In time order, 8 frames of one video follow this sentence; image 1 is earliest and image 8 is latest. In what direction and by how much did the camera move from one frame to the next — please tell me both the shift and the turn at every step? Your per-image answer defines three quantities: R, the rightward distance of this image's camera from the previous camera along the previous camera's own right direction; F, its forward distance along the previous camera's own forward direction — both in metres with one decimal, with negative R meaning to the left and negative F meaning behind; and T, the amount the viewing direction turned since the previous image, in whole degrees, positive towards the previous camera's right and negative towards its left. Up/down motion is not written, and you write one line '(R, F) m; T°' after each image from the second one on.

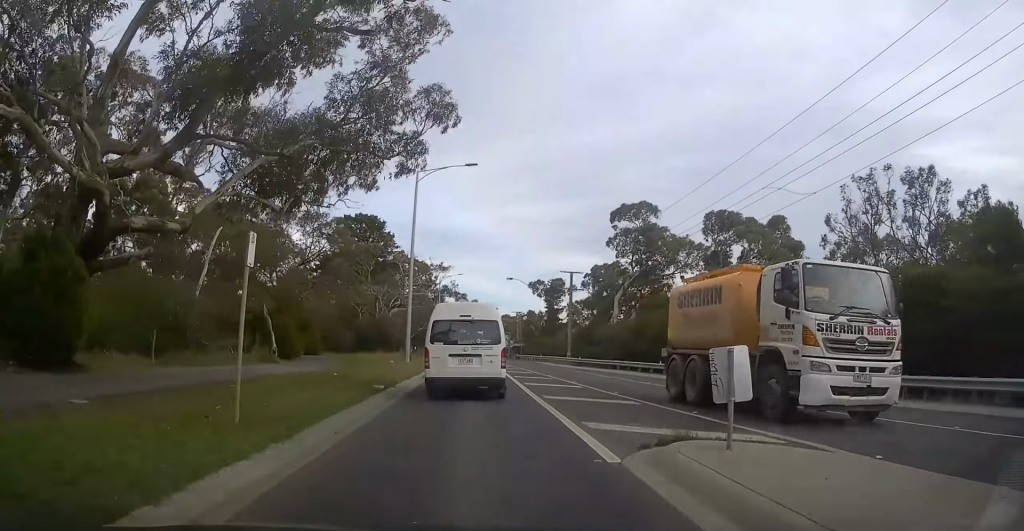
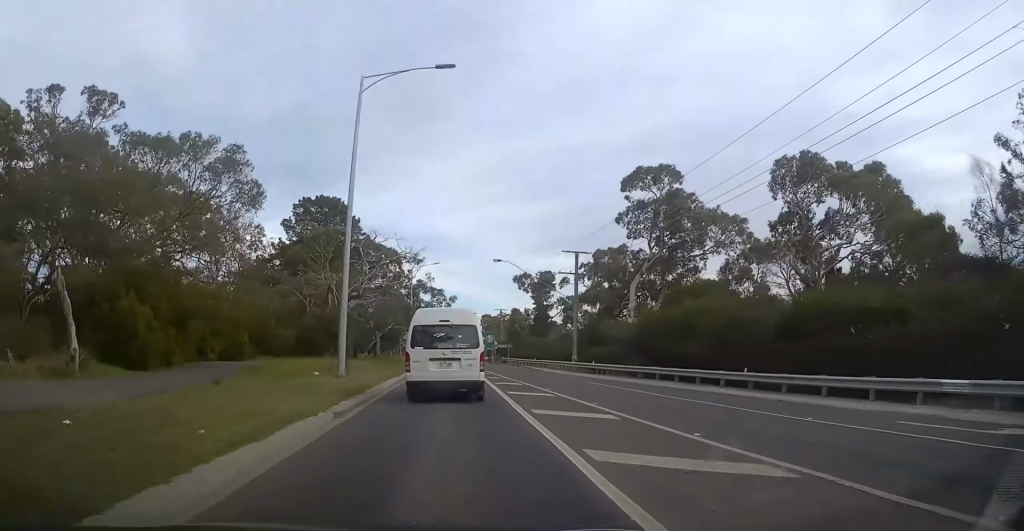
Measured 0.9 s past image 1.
(+0.3, +14.8) m; +1°
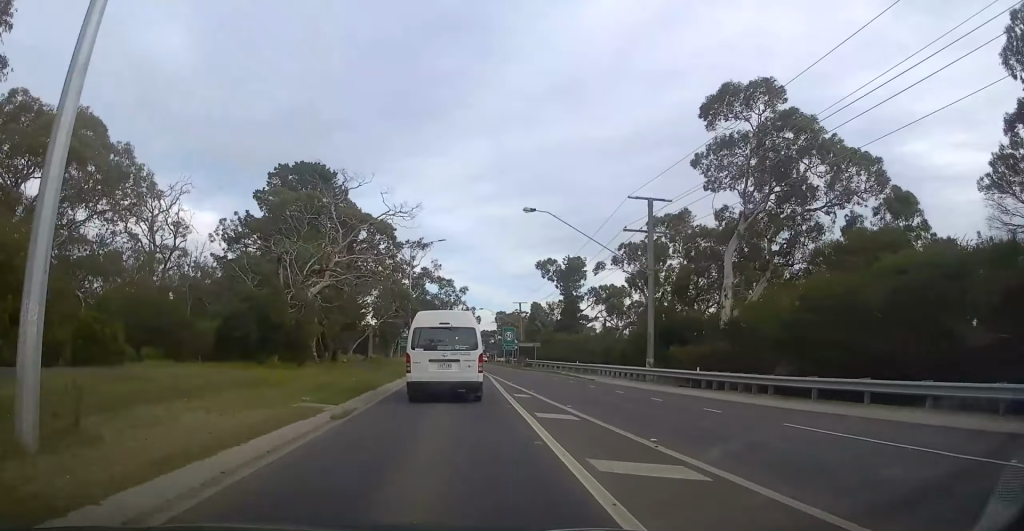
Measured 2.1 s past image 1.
(0.0, +18.0) m; -1°
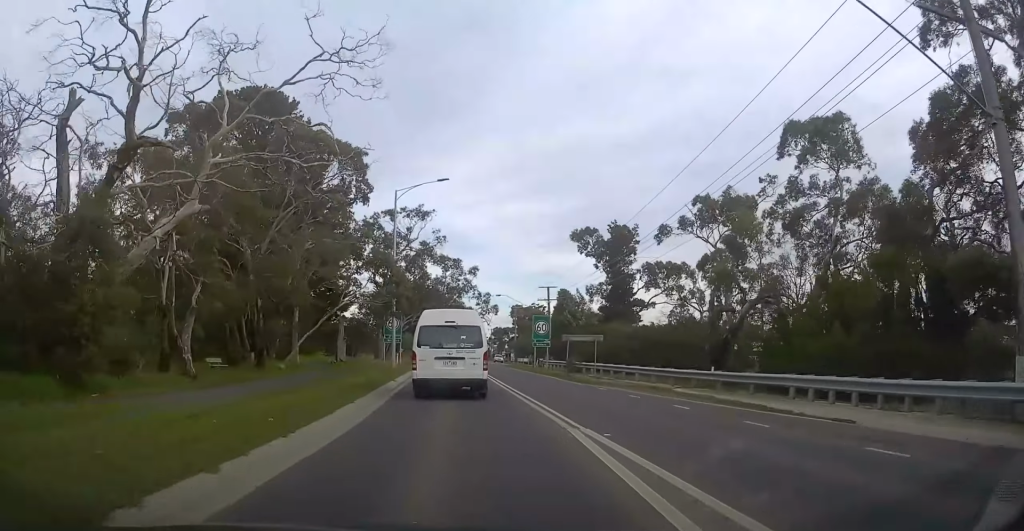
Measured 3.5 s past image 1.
(-0.3, +22.9) m; -1°
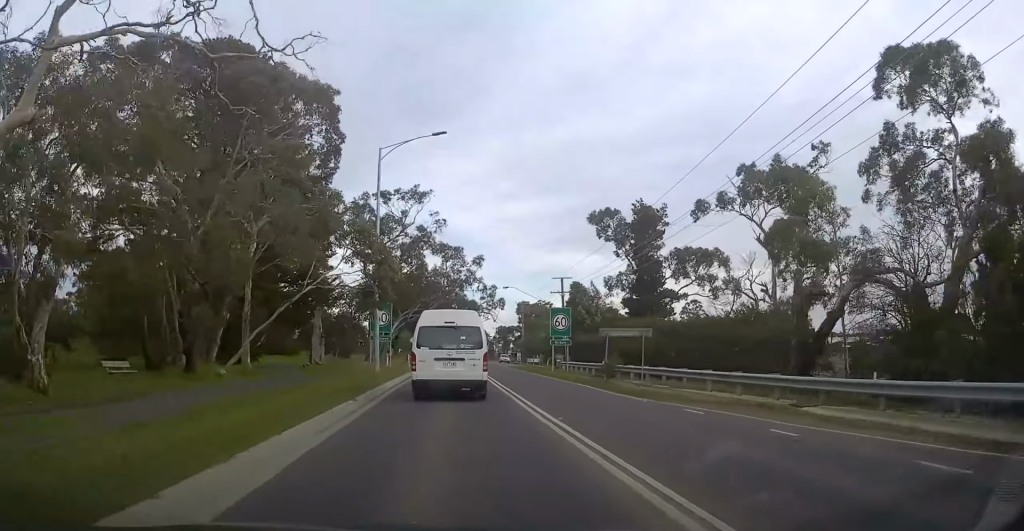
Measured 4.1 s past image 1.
(0.0, +9.8) m; 0°
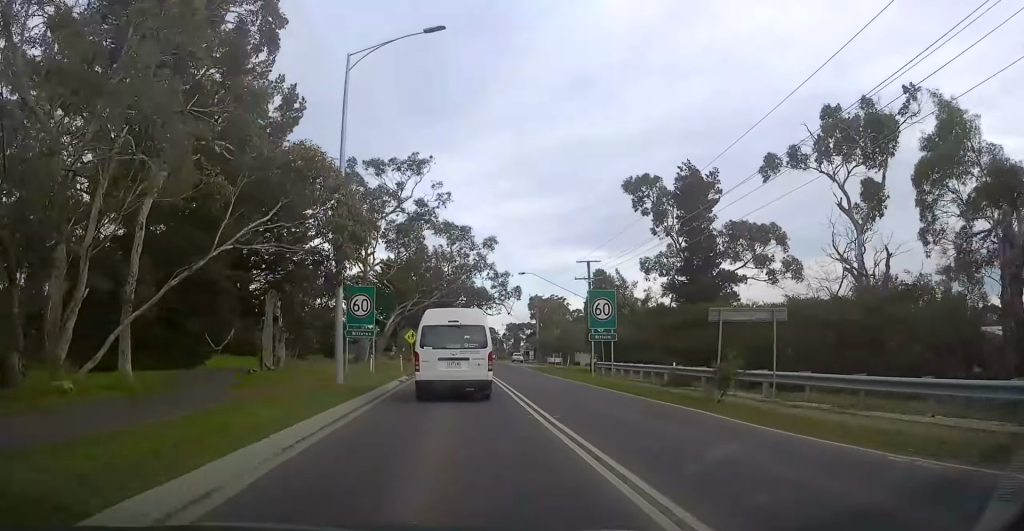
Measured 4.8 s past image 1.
(0.0, +11.4) m; 0°
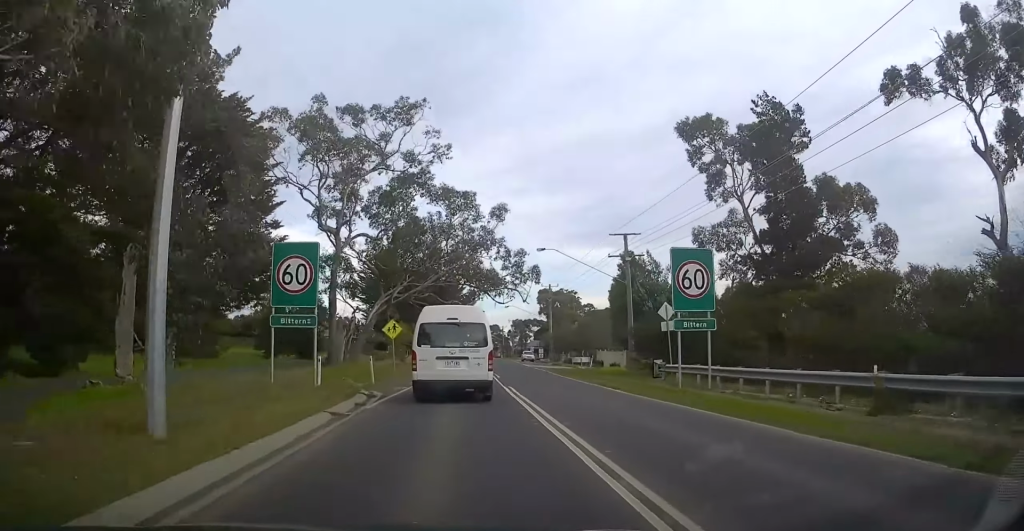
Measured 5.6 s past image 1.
(0.0, +13.5) m; 0°
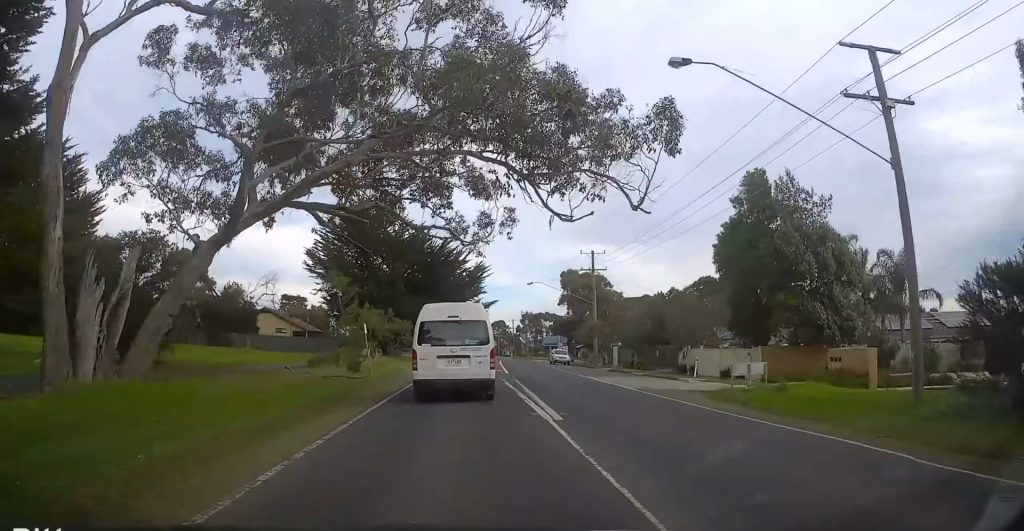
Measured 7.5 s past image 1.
(-0.8, +31.7) m; -1°
